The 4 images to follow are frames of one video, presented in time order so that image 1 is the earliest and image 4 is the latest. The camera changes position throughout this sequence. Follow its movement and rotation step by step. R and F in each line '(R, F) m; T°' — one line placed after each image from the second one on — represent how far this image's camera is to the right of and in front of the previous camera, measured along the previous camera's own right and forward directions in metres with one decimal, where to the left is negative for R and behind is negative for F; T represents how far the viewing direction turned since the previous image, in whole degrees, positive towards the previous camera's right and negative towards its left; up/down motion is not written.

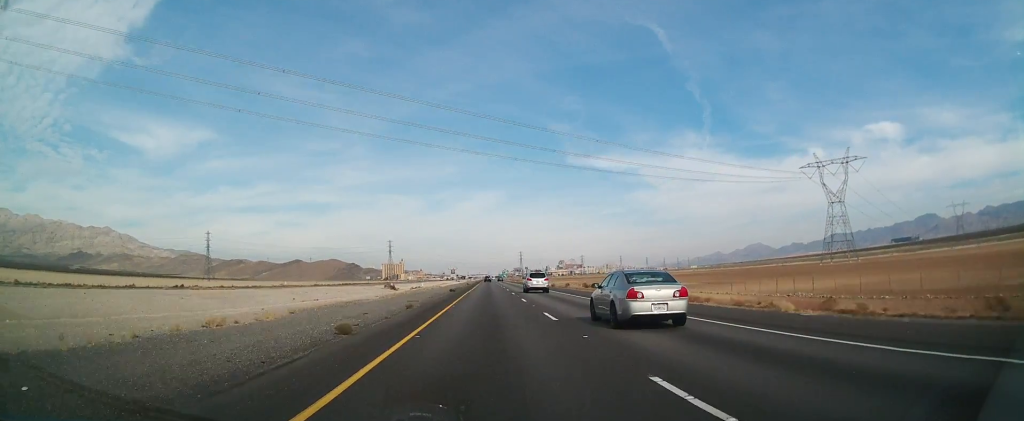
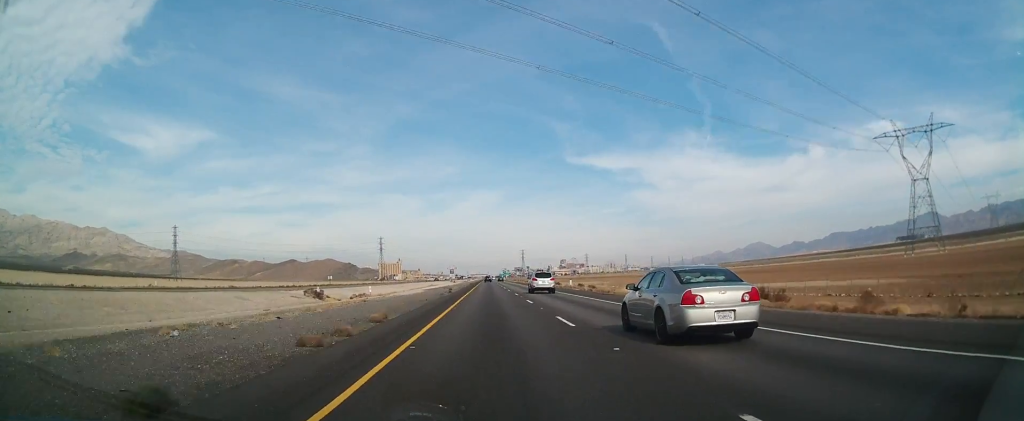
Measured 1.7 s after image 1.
(+0.1, +56.3) m; 0°
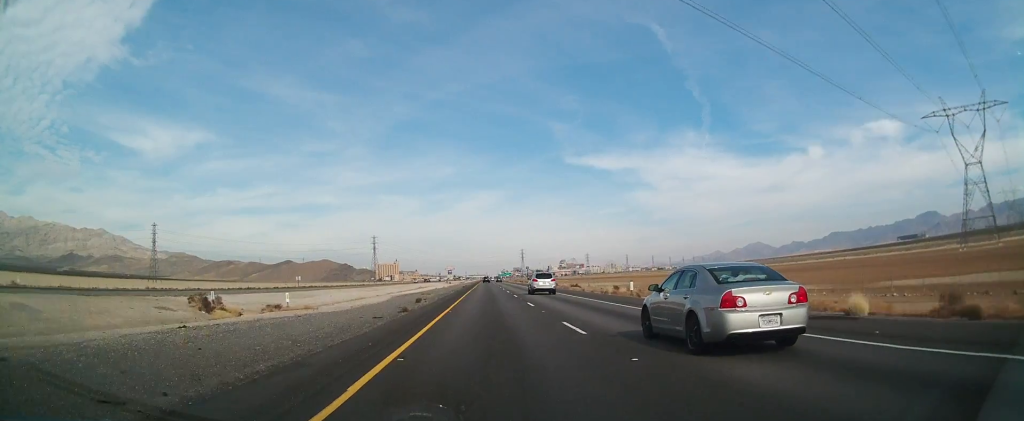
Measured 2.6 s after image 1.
(0.0, +30.1) m; 0°
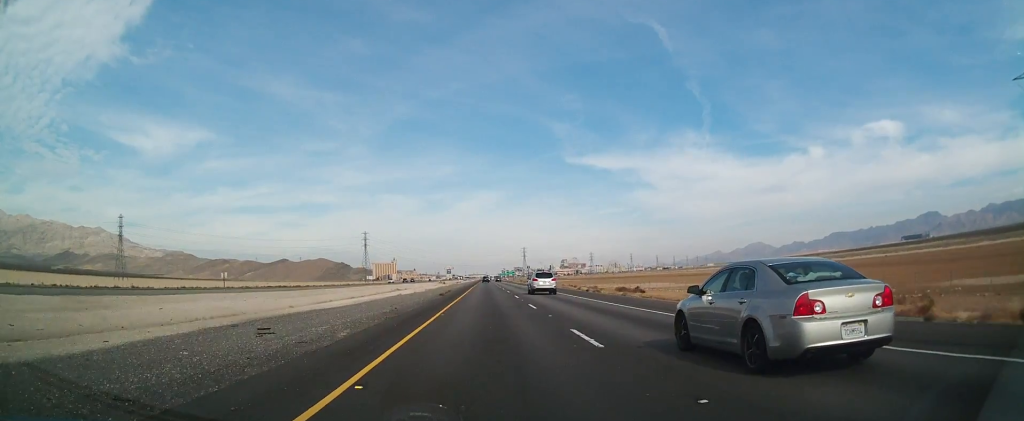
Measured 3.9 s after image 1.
(0.0, +45.2) m; 0°
